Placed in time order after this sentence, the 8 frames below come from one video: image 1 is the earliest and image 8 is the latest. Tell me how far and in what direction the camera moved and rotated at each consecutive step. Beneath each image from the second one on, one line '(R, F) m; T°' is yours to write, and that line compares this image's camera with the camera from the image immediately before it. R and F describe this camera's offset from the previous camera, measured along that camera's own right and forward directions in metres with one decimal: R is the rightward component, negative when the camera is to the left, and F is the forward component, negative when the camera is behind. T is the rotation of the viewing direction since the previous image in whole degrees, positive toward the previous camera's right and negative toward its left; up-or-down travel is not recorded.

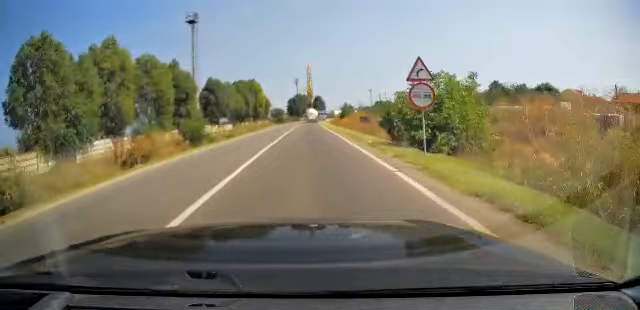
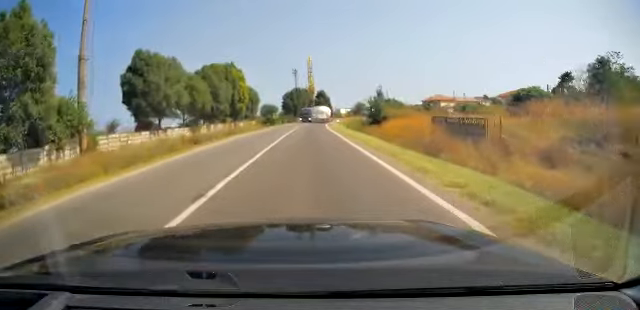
(-0.3, +34.4) m; 0°
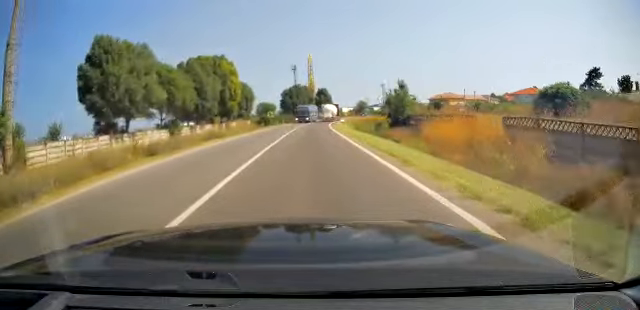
(+0.1, +9.7) m; 0°
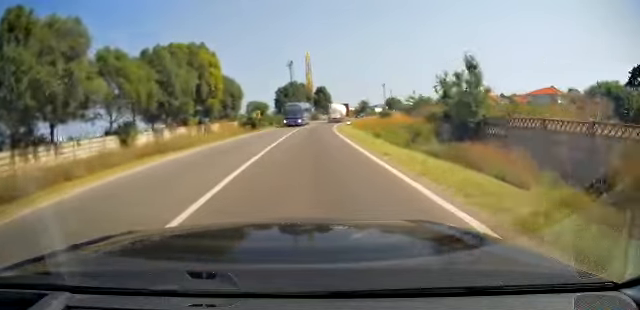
(0.0, +13.8) m; 0°
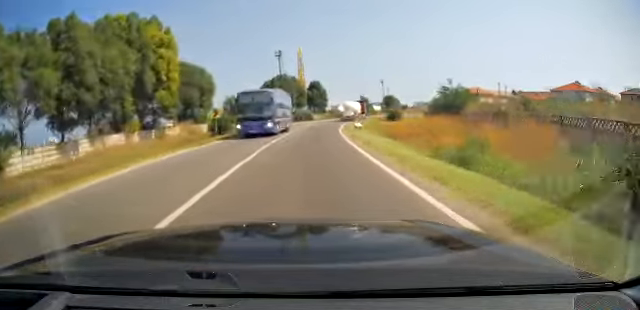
(0.0, +18.9) m; +1°
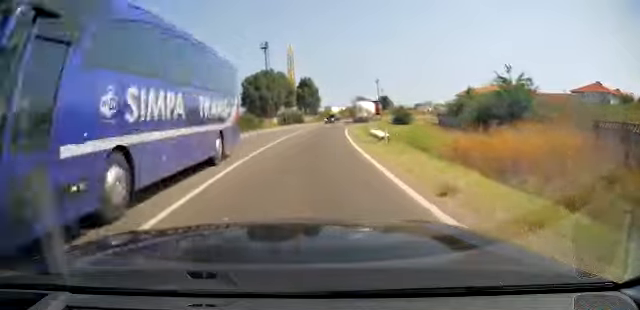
(+0.4, +14.9) m; +2°
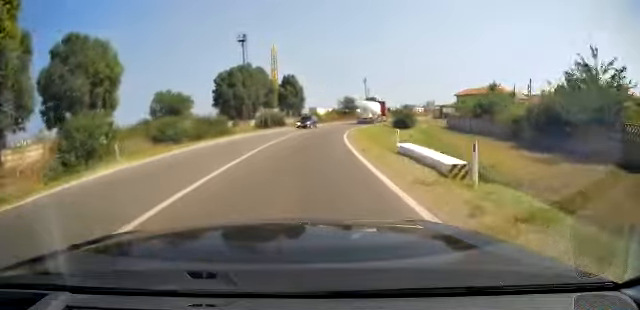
(+0.1, +11.3) m; +1°
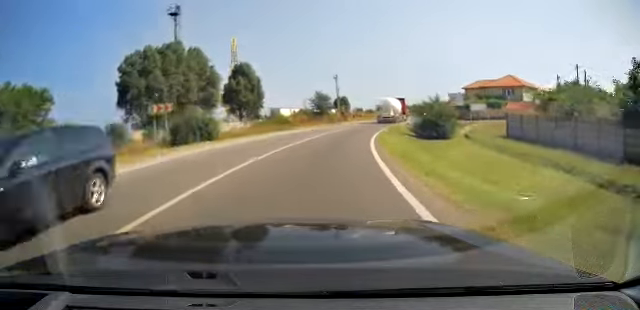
(+0.6, +25.0) m; +9°
